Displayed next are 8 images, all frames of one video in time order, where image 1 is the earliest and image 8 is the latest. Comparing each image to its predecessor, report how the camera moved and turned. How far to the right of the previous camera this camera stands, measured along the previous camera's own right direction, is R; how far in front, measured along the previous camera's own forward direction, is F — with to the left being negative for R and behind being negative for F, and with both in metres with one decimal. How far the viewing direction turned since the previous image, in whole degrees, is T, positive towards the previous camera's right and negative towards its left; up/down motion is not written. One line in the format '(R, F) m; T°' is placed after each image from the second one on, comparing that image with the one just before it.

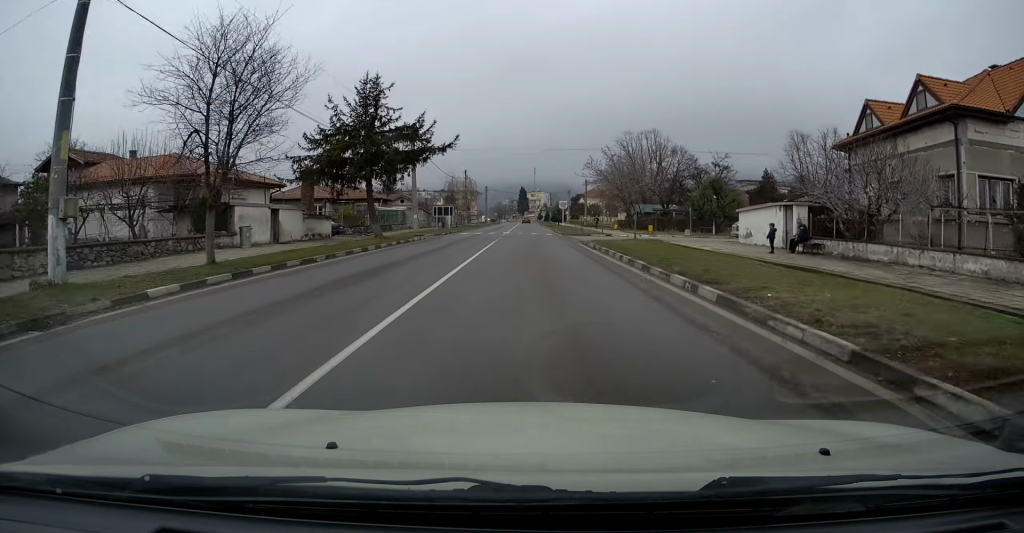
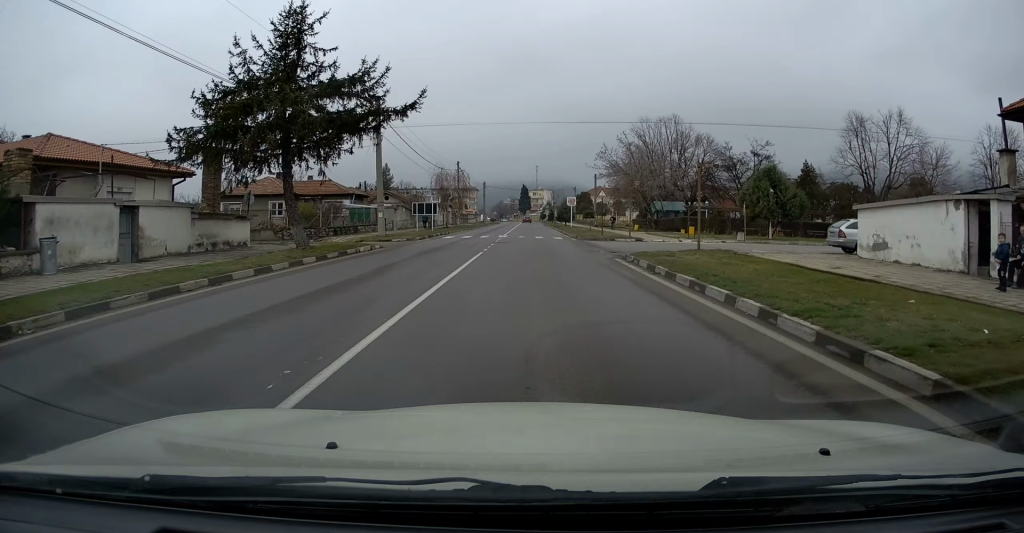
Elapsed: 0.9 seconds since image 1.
(-0.4, +11.1) m; -1°
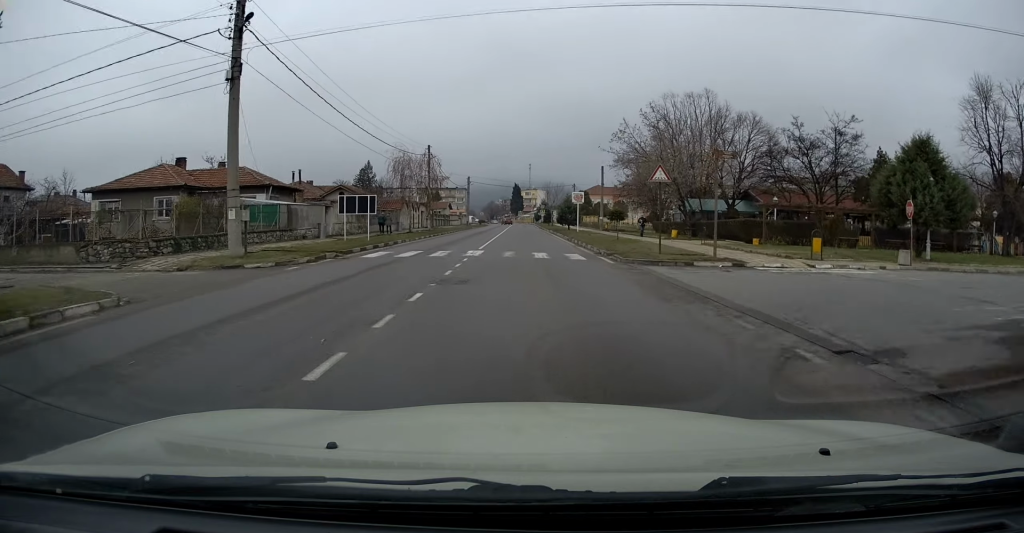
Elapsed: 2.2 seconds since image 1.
(+0.2, +16.4) m; +1°
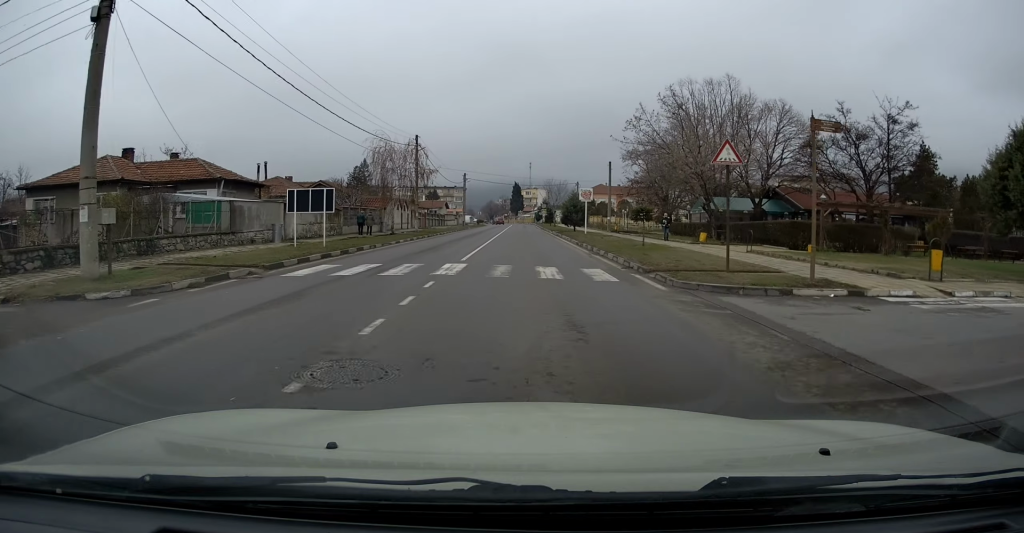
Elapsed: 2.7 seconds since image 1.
(0.0, +6.3) m; 0°
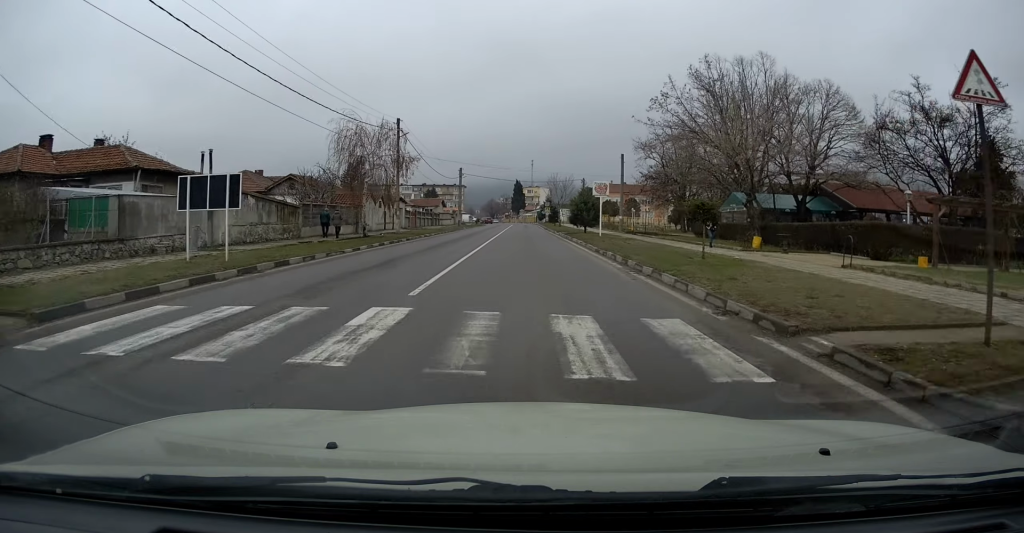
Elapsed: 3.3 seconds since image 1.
(0.0, +7.5) m; 0°
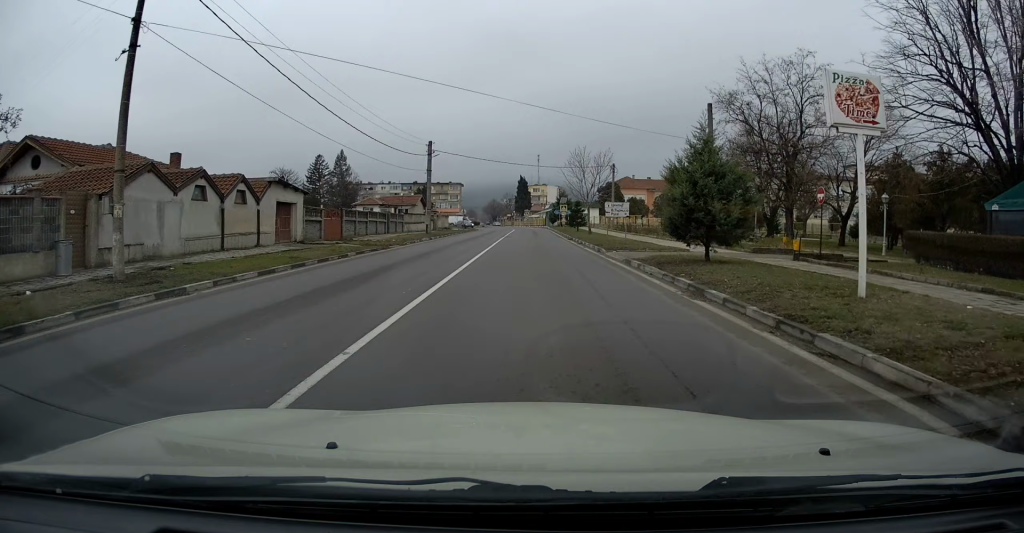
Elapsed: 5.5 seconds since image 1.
(-0.5, +28.3) m; -1°
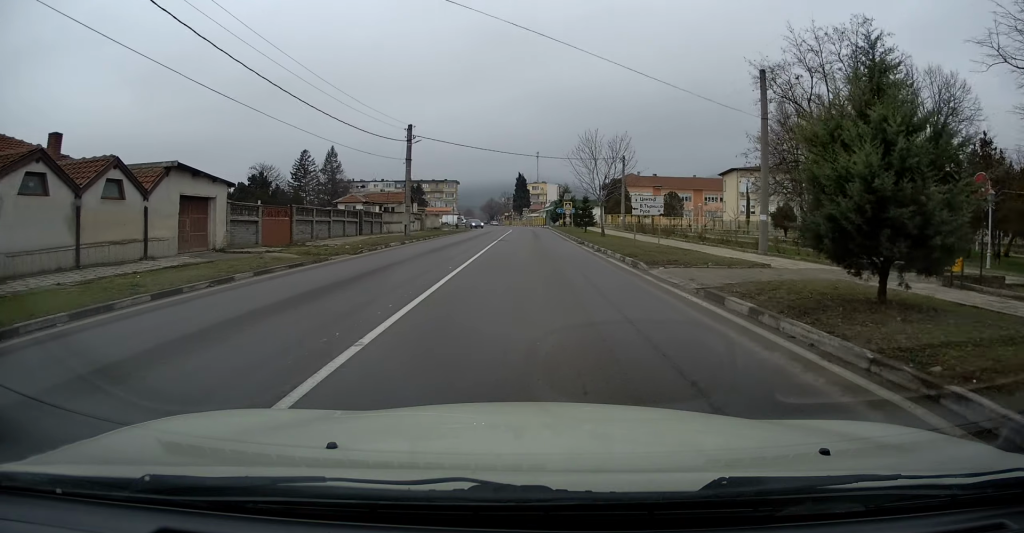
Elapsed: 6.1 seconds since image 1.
(0.0, +8.0) m; 0°
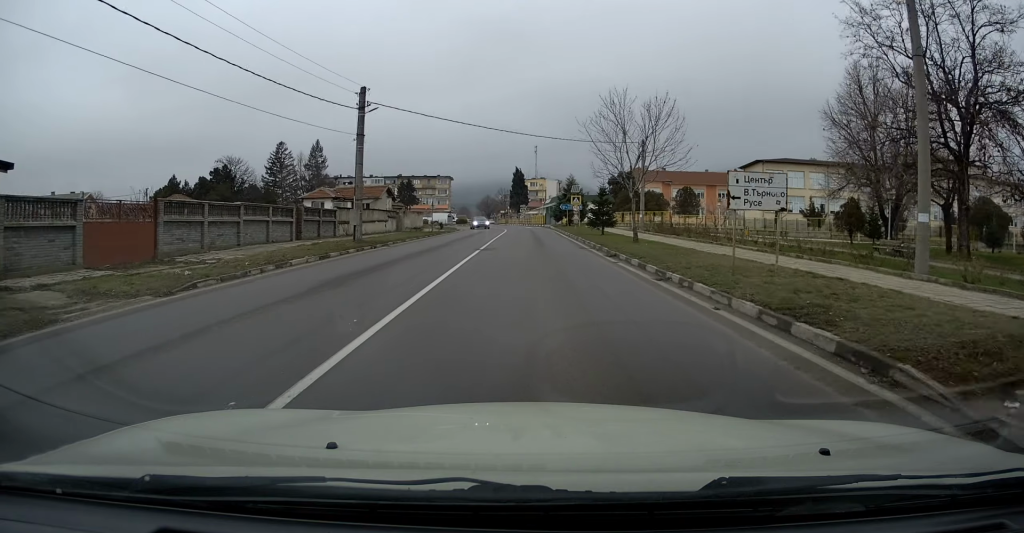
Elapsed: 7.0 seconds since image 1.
(+0.1, +11.2) m; 0°
